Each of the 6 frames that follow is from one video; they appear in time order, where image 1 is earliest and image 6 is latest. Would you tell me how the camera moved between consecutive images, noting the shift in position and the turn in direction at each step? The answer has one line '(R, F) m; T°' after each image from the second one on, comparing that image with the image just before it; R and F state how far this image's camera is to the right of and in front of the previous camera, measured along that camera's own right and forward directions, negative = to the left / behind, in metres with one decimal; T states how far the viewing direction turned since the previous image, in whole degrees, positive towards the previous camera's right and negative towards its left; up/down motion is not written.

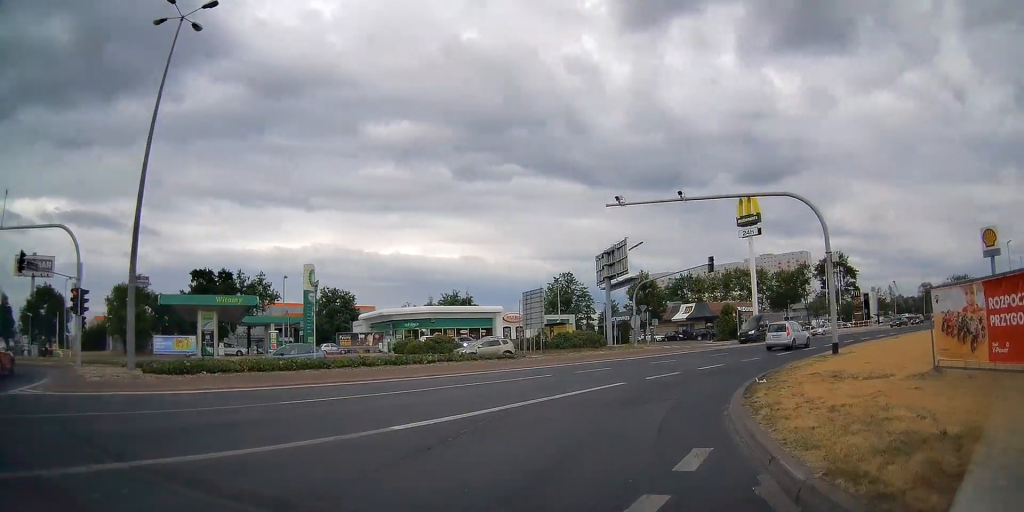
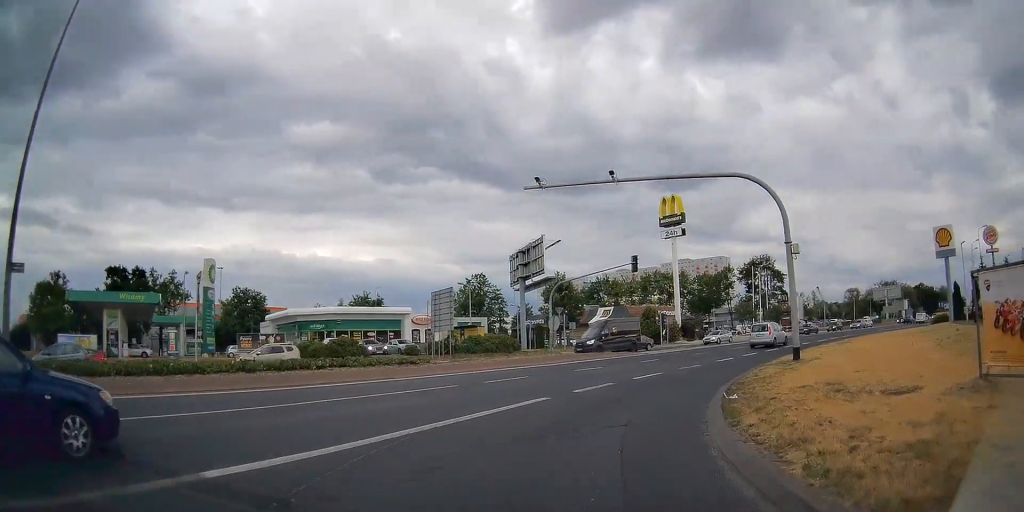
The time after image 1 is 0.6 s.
(+0.1, +3.5) m; +8°
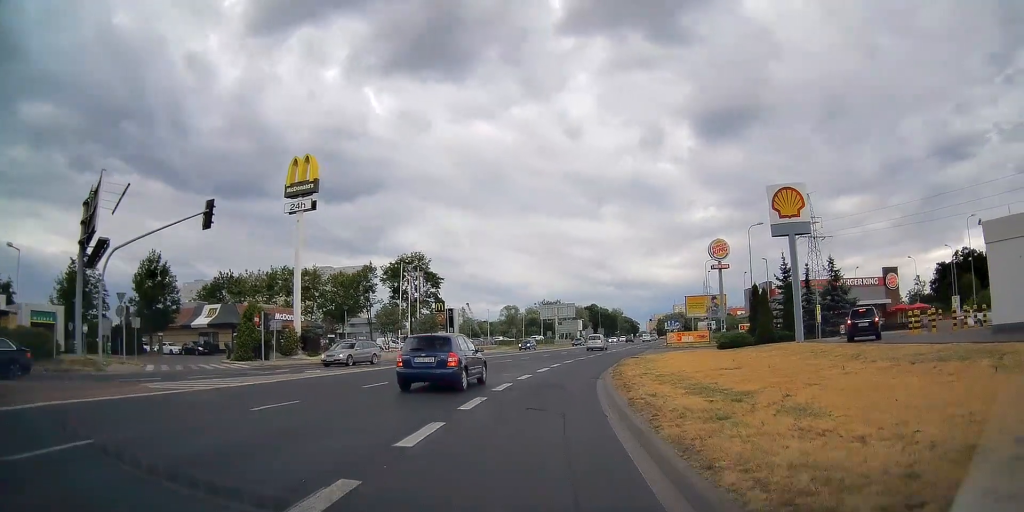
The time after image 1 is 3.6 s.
(+7.1, +19.9) m; +29°
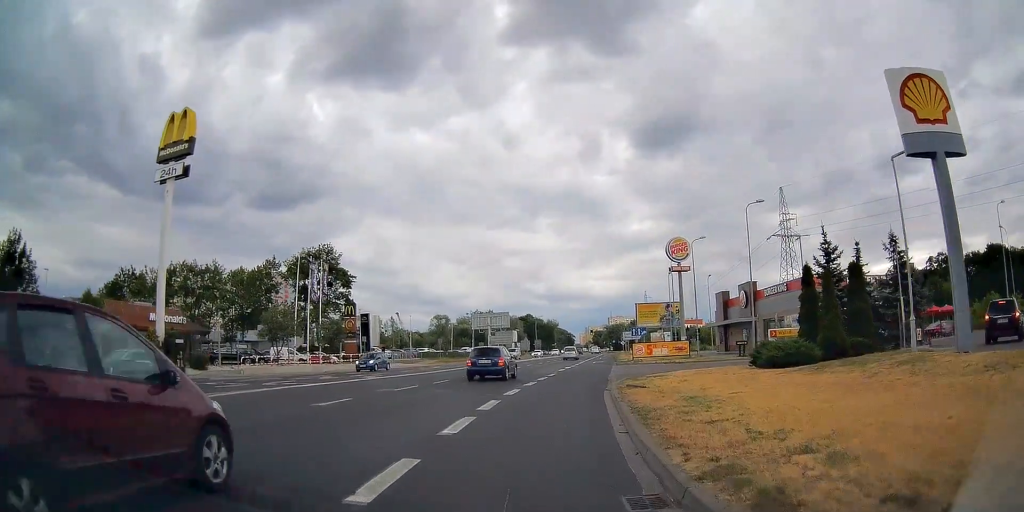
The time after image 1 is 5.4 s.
(+0.7, +14.8) m; +8°
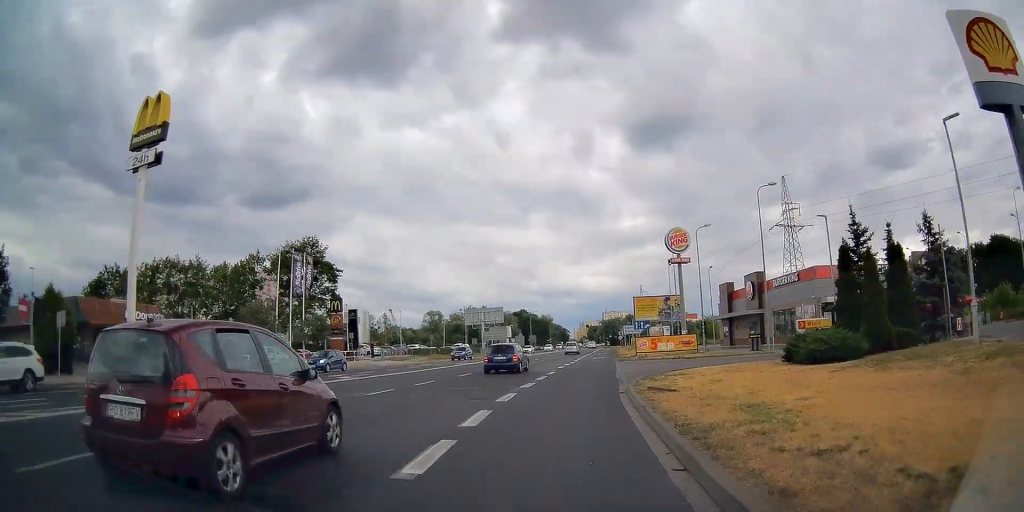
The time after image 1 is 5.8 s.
(+0.2, +3.5) m; +2°
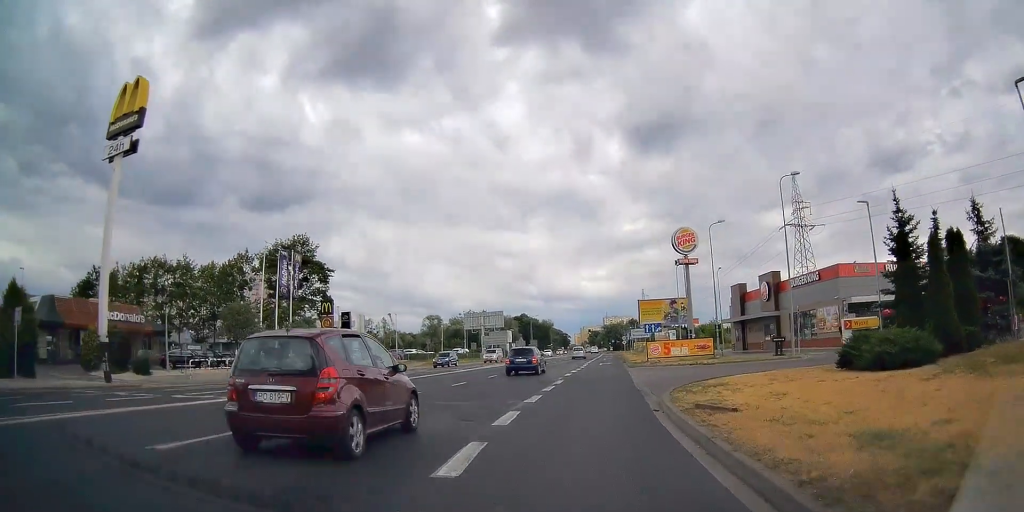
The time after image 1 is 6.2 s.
(+0.1, +3.5) m; +2°
